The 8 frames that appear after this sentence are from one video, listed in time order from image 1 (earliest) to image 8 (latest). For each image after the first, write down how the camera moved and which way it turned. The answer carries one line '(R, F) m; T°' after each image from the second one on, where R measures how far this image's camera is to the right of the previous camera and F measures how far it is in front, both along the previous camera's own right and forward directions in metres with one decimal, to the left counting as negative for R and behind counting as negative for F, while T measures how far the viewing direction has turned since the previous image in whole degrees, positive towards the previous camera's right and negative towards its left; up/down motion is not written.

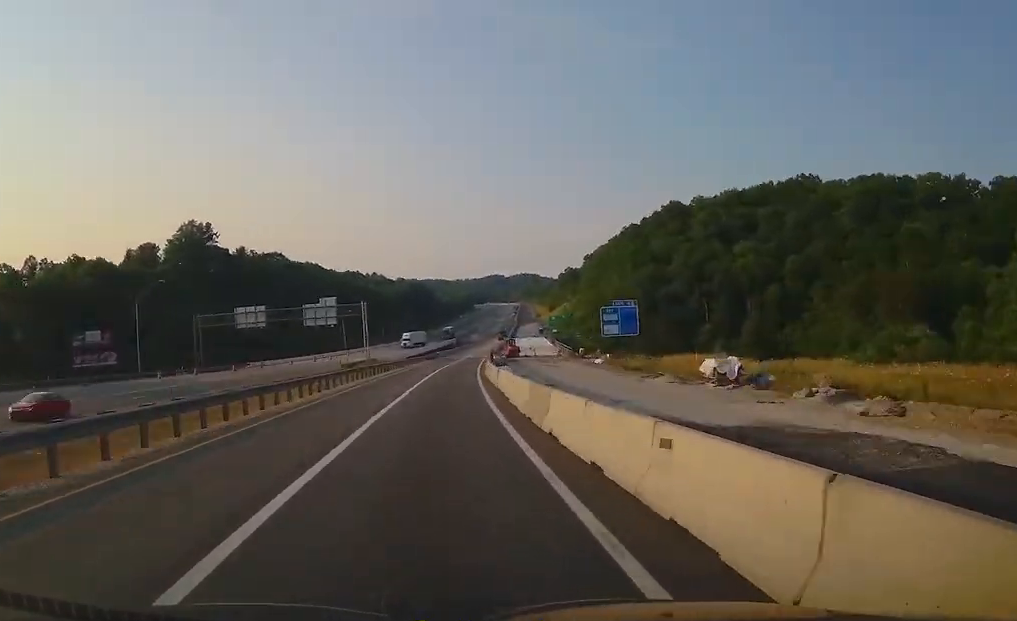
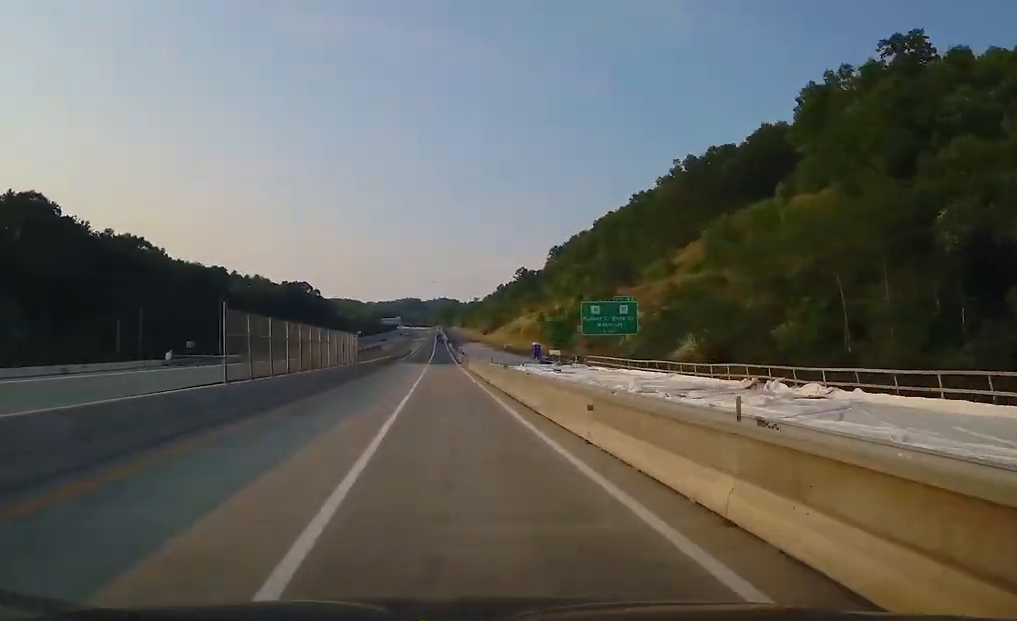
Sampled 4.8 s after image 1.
(+4.0, +152.5) m; +4°
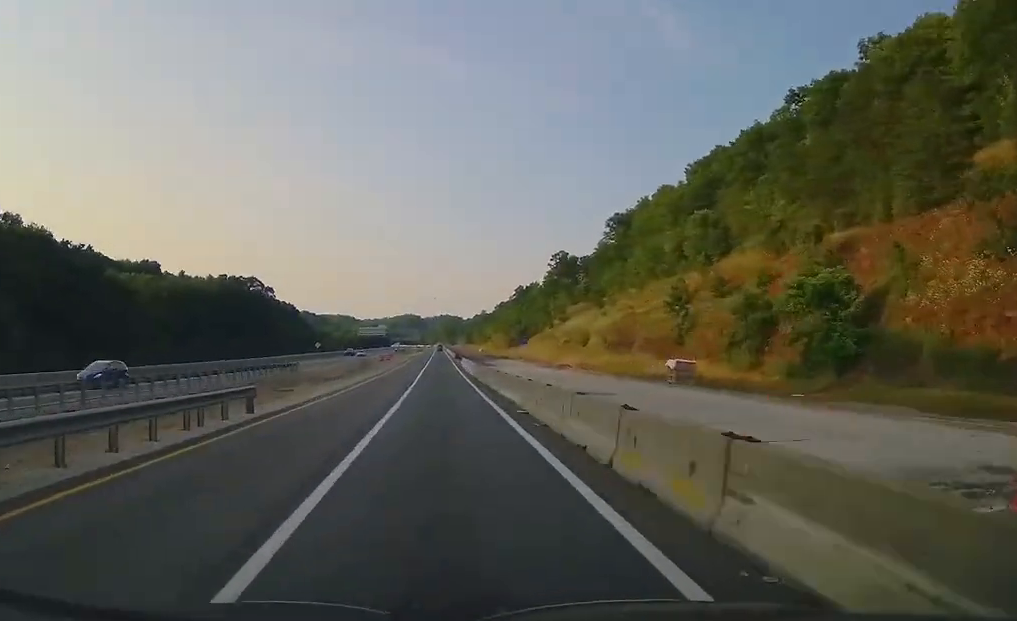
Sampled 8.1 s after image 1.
(+3.8, +105.2) m; +2°
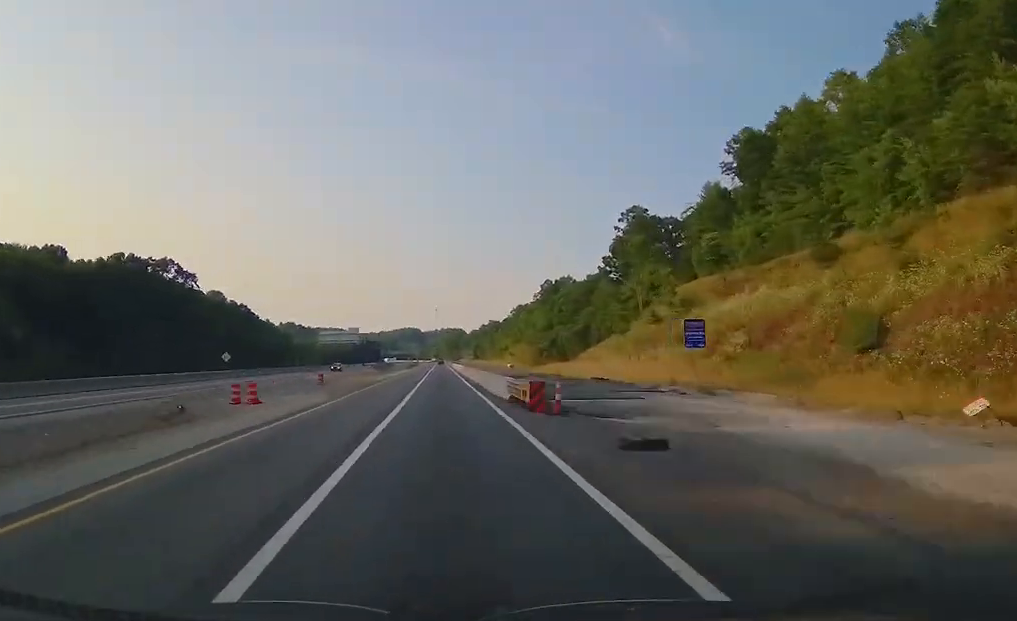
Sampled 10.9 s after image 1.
(0.0, +88.1) m; 0°
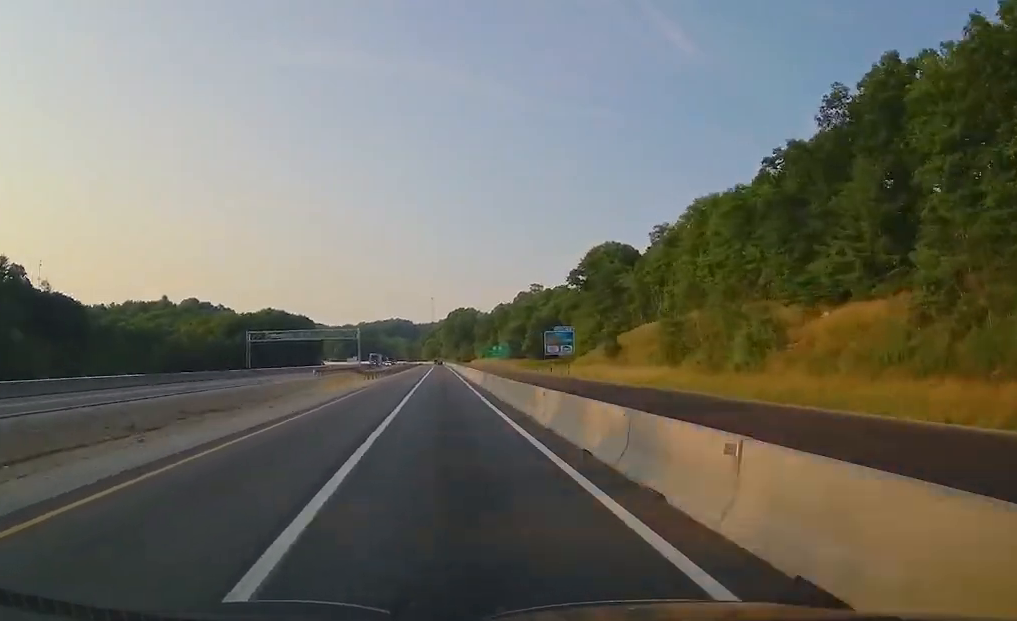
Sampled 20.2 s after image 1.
(-2.7, +289.4) m; -1°
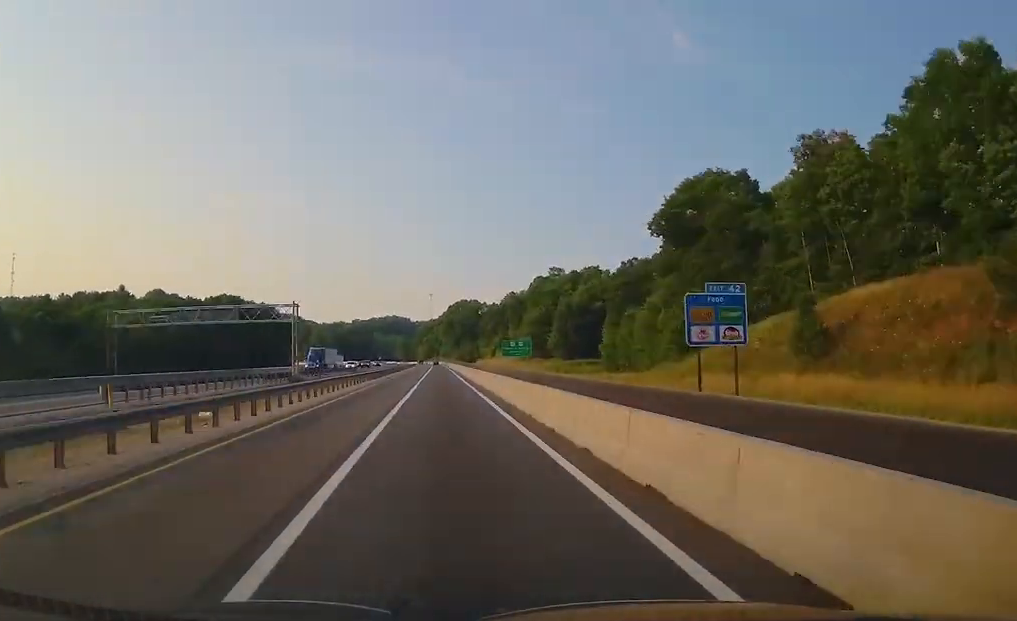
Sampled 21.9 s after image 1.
(0.0, +54.7) m; 0°
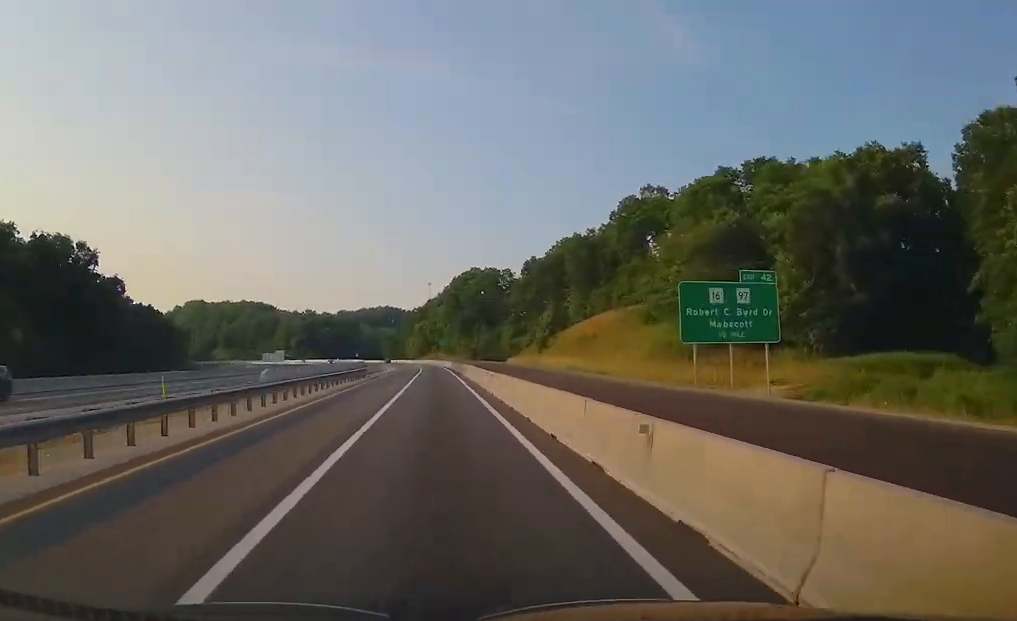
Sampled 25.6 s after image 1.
(+0.1, +117.5) m; -2°
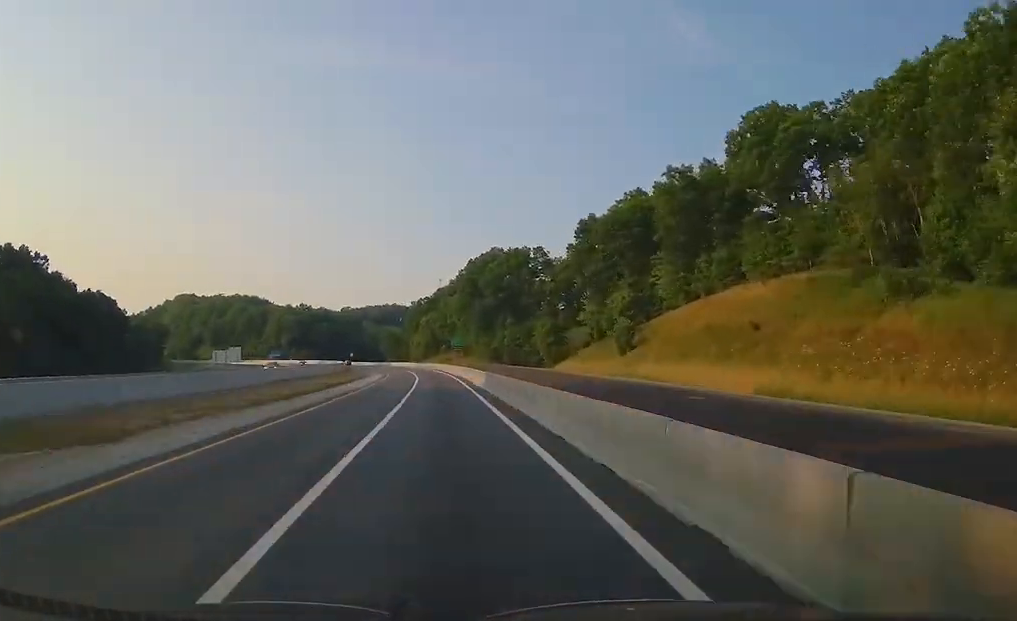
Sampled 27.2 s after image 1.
(+2.0, +50.3) m; -2°
